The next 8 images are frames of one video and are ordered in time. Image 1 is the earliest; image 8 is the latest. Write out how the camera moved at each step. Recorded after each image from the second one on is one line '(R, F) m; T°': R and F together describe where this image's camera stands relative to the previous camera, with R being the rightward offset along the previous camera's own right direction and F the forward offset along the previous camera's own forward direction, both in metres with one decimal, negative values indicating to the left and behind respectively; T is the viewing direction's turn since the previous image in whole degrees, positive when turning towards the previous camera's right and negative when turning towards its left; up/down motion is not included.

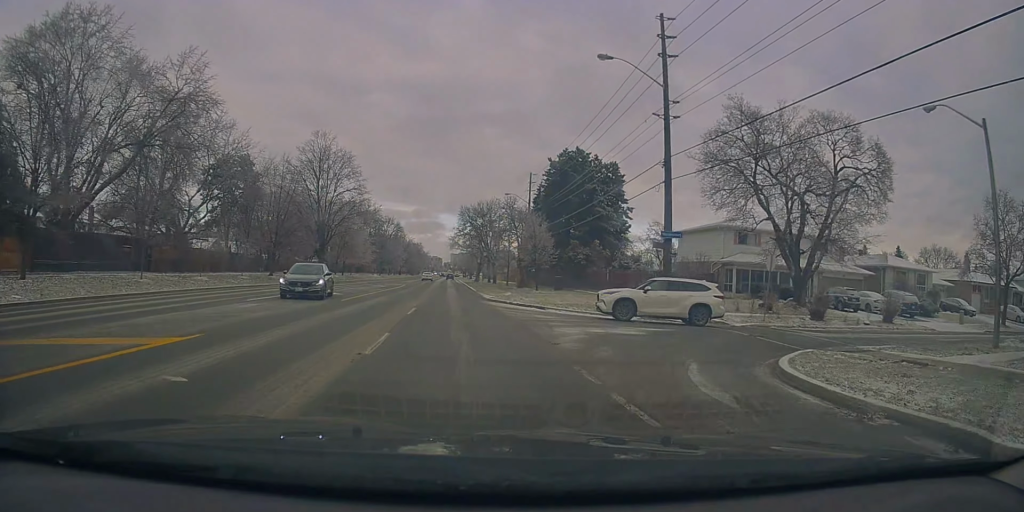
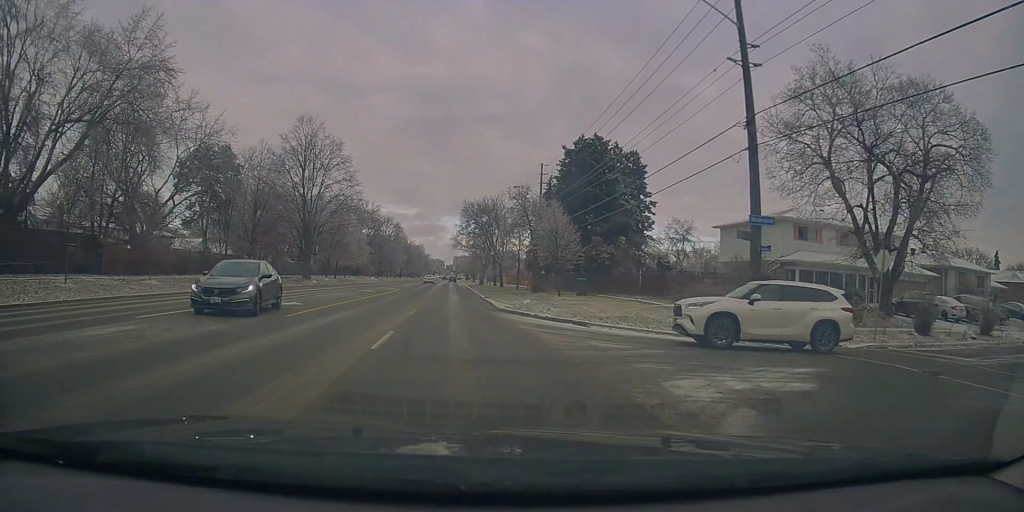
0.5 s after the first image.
(-0.2, +7.6) m; 0°
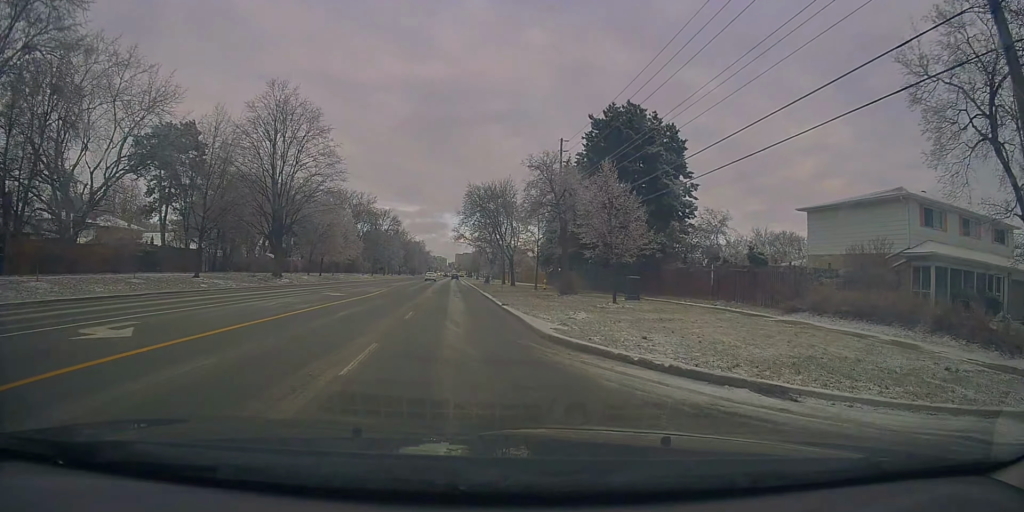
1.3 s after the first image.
(-0.1, +11.1) m; 0°
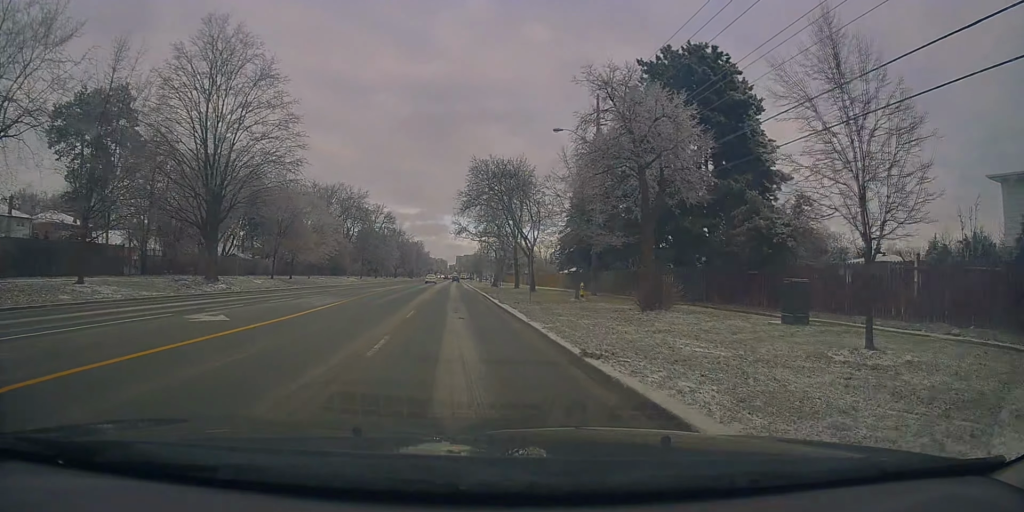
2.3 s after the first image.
(+0.2, +14.8) m; 0°
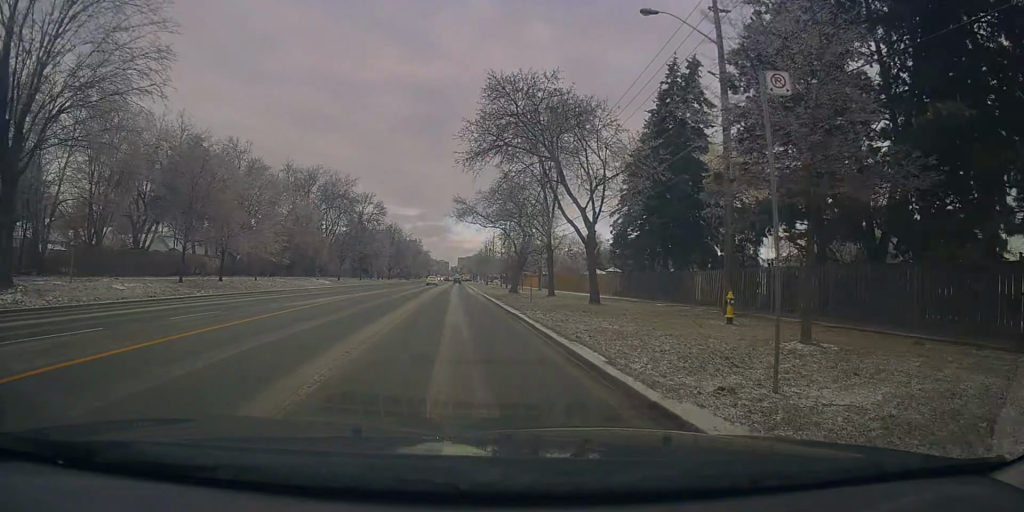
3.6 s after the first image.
(-0.4, +19.8) m; -2°
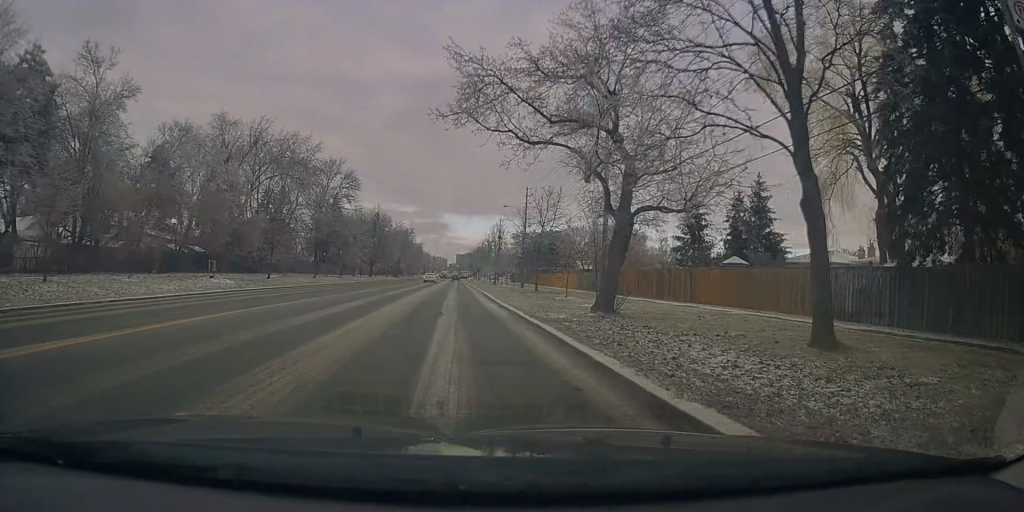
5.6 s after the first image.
(+0.1, +29.4) m; +3°
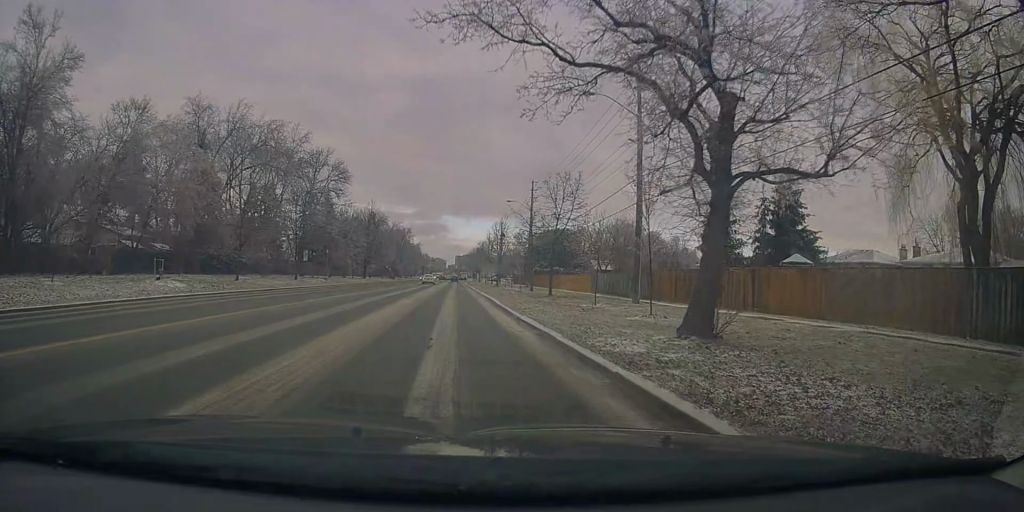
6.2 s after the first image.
(+0.1, +7.6) m; +1°
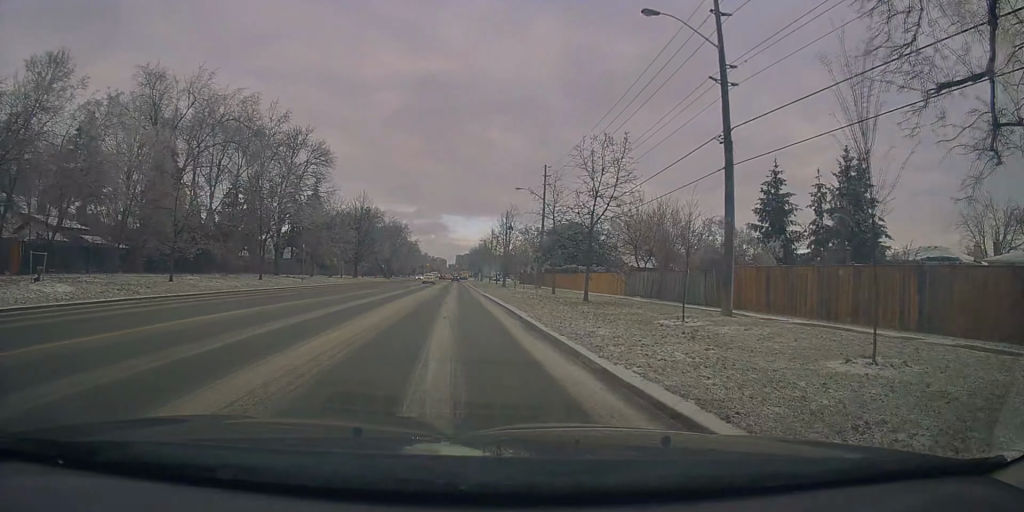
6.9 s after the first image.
(+0.3, +10.5) m; 0°
